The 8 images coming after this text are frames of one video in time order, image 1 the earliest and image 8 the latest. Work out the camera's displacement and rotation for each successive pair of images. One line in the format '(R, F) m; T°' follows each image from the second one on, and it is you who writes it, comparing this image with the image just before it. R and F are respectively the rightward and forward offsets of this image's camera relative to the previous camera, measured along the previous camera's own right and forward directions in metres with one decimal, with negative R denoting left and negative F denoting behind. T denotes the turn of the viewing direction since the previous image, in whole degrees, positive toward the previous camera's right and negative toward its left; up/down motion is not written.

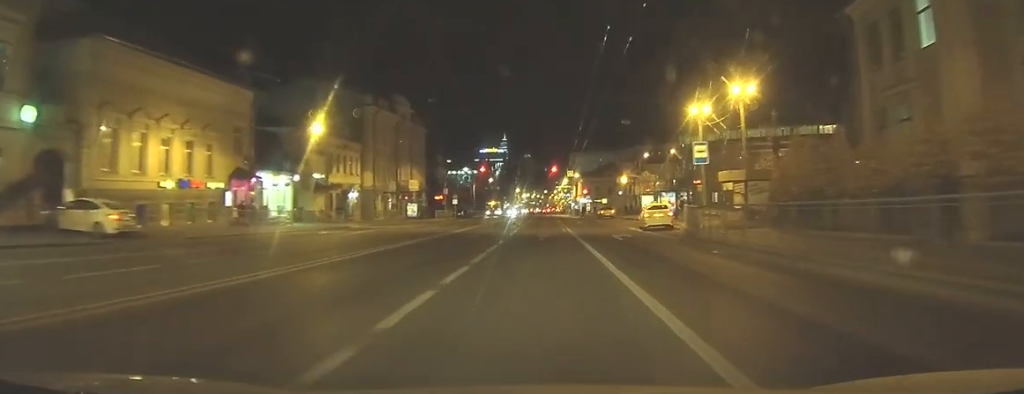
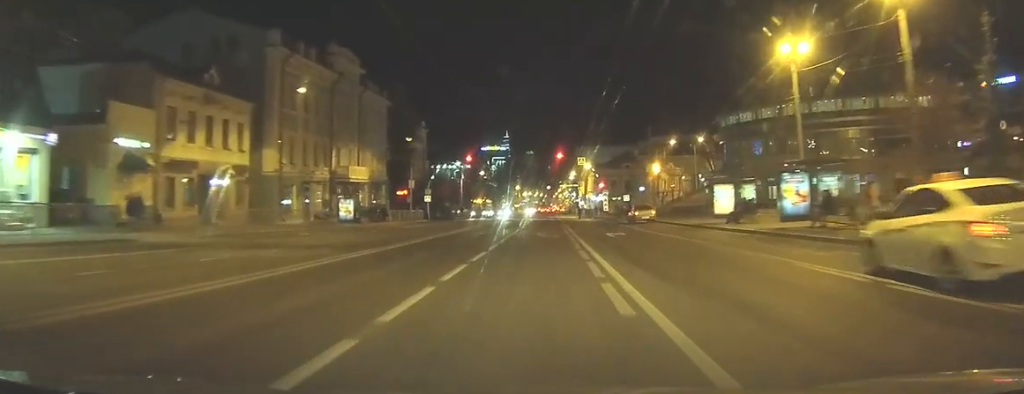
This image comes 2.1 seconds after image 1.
(-0.5, +24.1) m; -3°
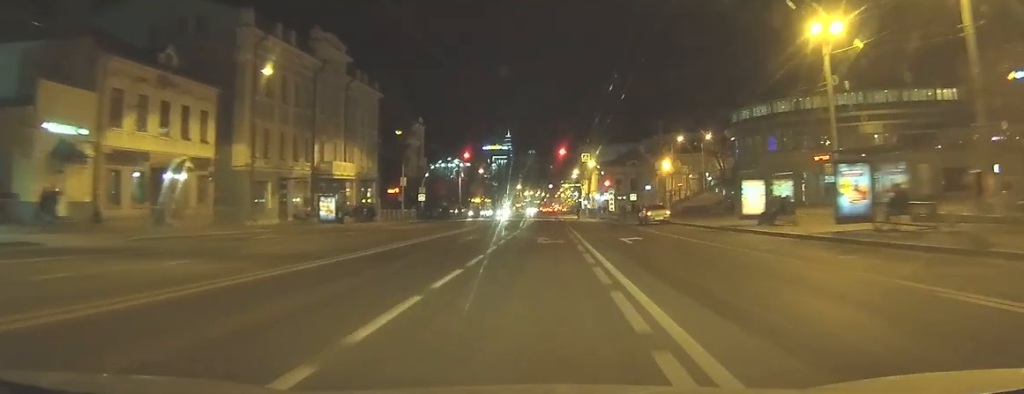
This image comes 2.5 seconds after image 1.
(0.0, +4.2) m; -1°
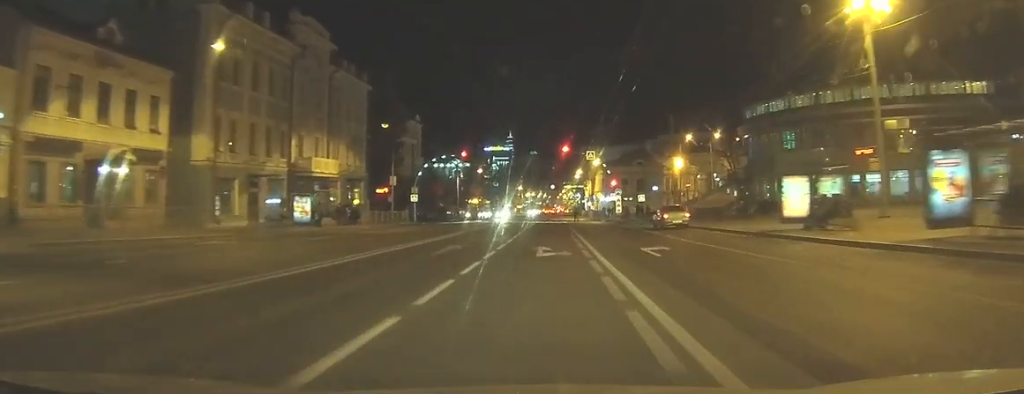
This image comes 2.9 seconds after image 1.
(-0.1, +4.6) m; -1°
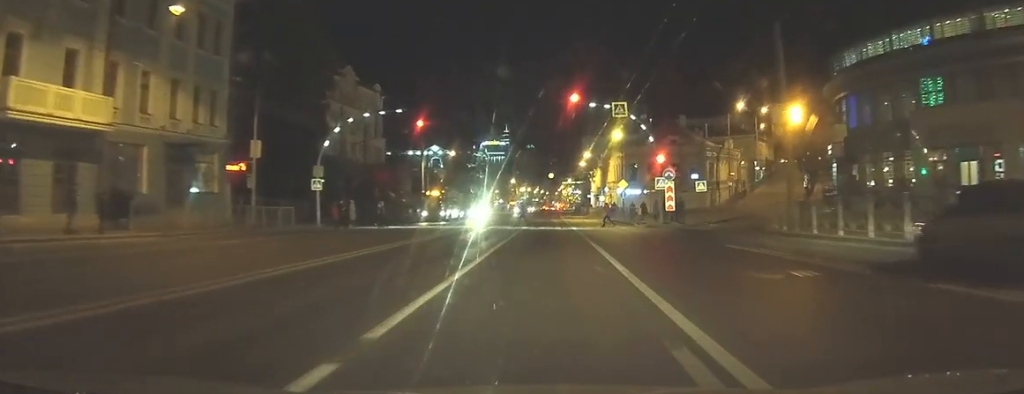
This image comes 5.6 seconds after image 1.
(-0.5, +31.5) m; -1°
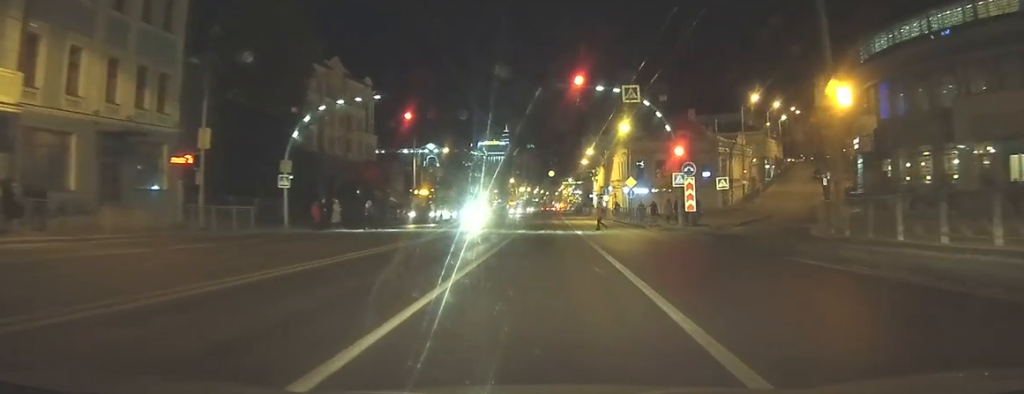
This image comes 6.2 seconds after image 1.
(0.0, +6.6) m; 0°
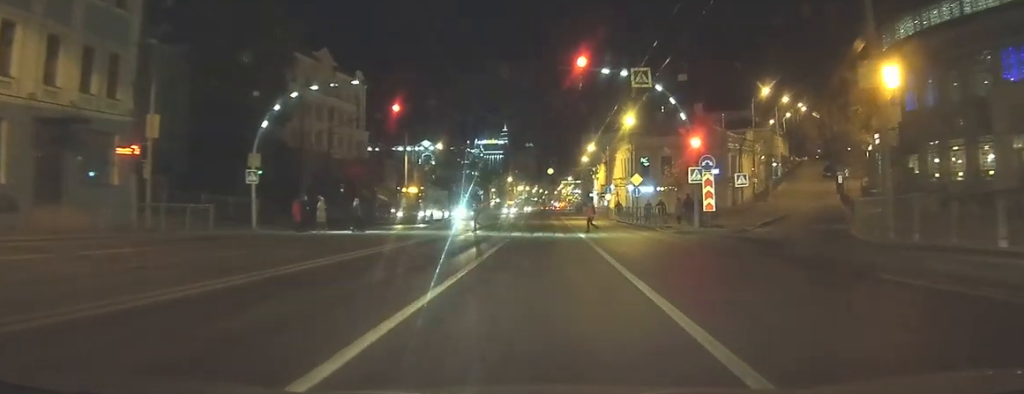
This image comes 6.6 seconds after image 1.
(0.0, +5.3) m; 0°
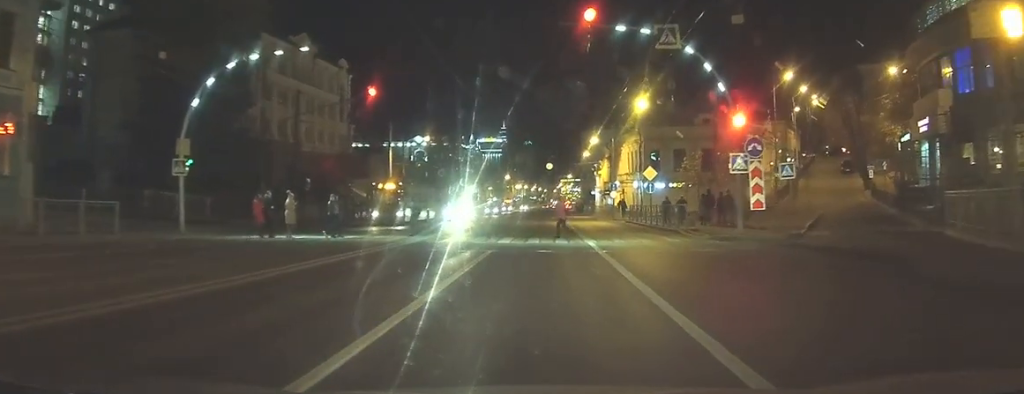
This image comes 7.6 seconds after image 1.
(0.0, +7.8) m; 0°
